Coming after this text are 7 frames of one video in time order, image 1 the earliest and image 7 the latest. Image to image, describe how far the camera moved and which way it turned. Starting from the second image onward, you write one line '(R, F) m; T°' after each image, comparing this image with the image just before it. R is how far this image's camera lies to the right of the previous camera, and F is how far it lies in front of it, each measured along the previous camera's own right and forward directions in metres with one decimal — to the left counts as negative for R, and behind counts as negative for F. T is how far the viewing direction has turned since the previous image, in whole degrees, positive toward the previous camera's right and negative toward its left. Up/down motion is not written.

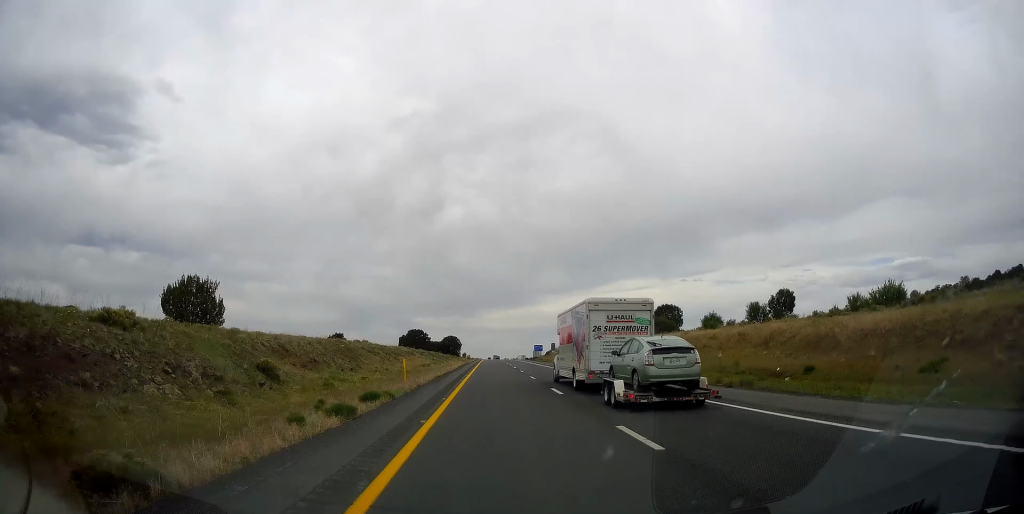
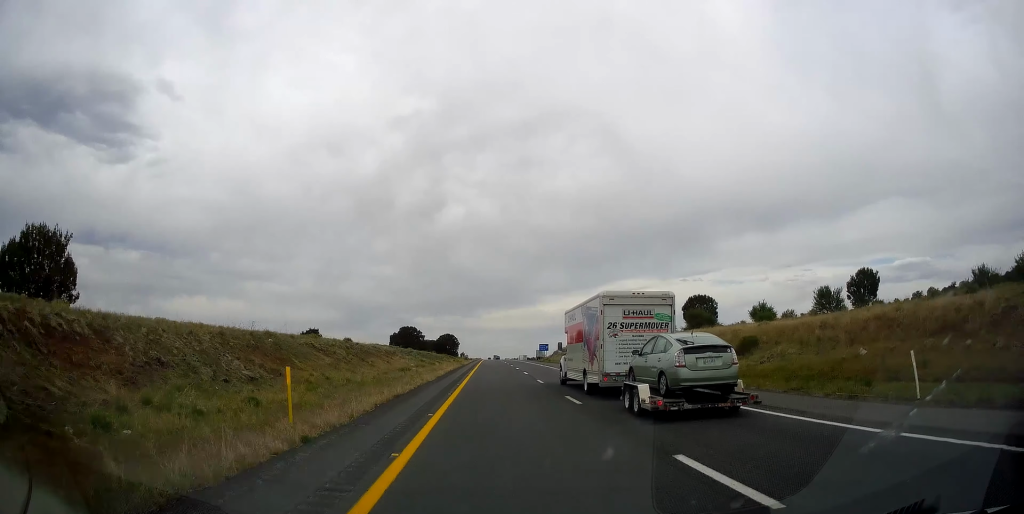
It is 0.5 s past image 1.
(-0.1, +16.3) m; 0°
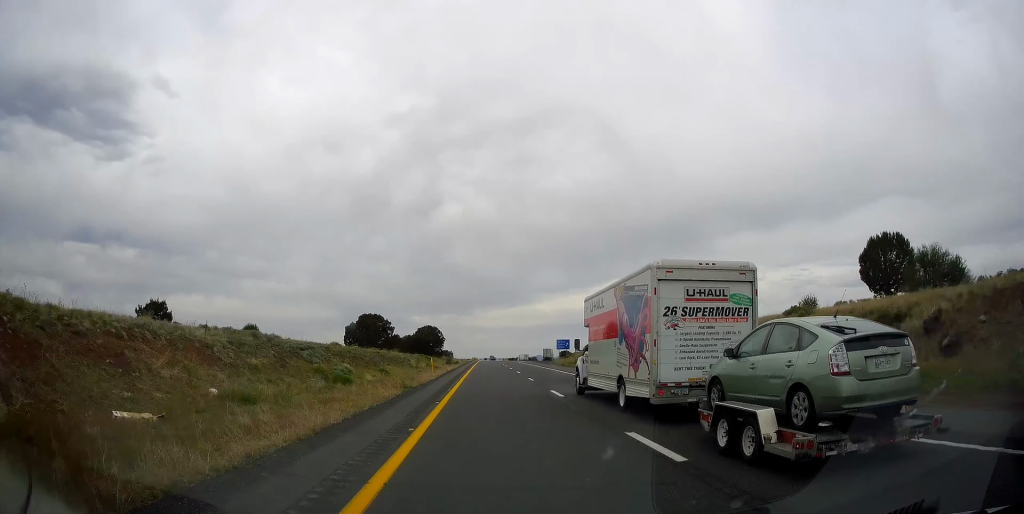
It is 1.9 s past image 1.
(+0.6, +45.6) m; +1°
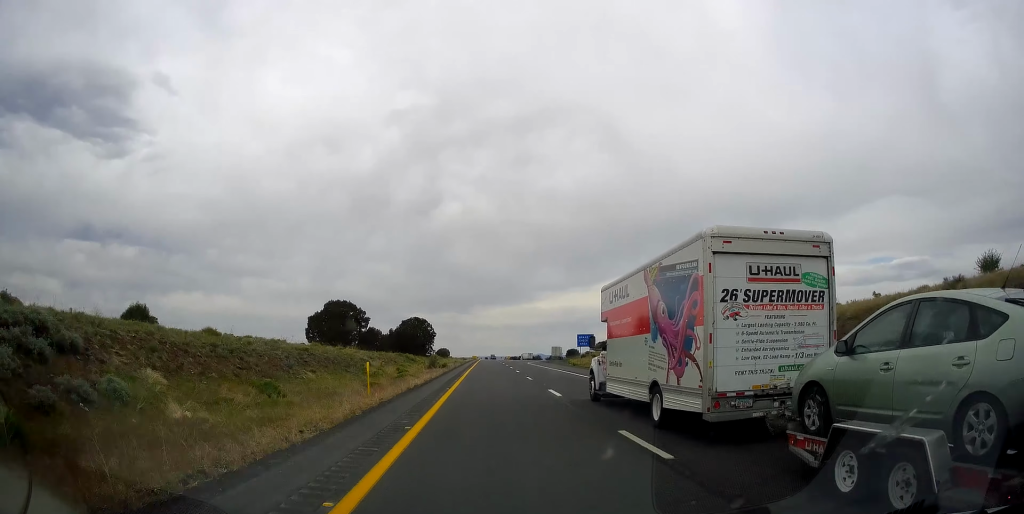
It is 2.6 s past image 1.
(0.0, +23.9) m; 0°
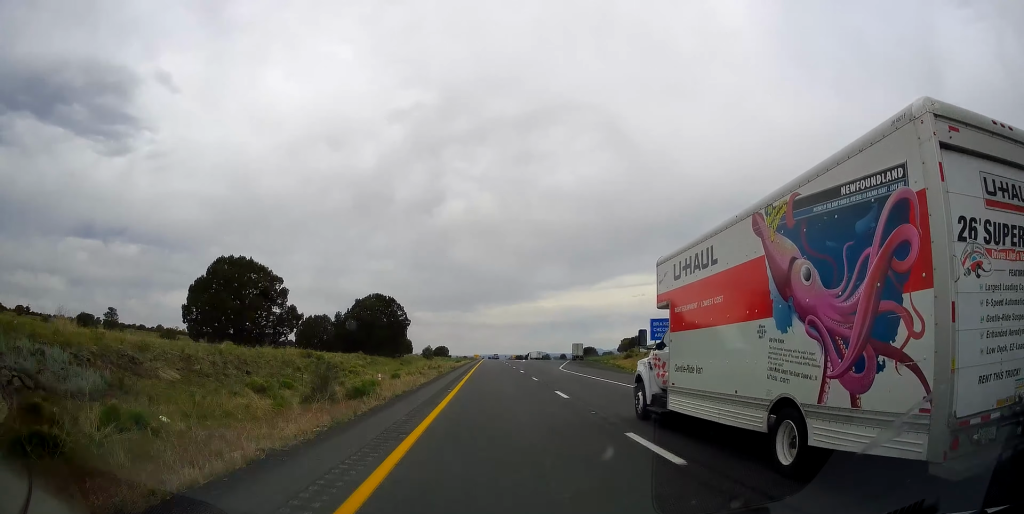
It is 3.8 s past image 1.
(-0.1, +36.9) m; -1°
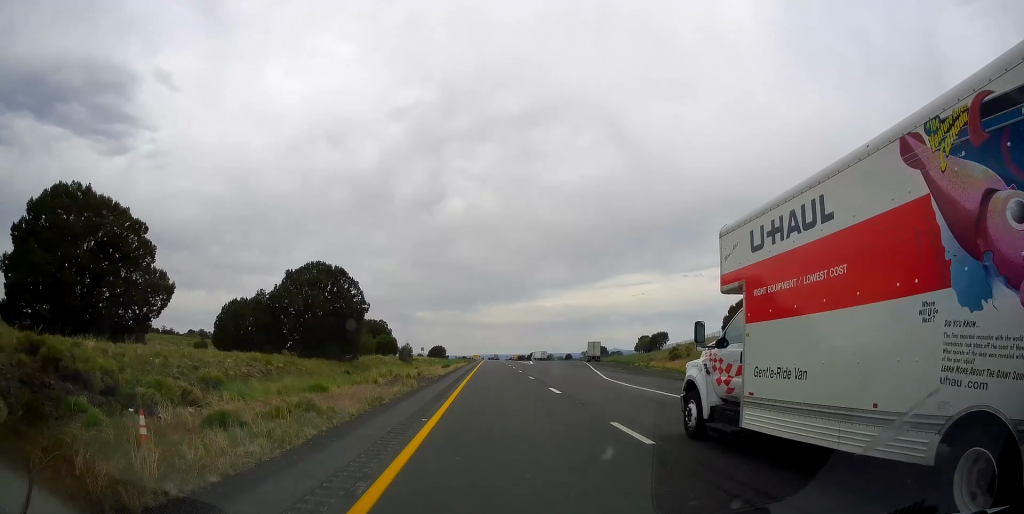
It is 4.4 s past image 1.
(-0.2, +21.8) m; 0°
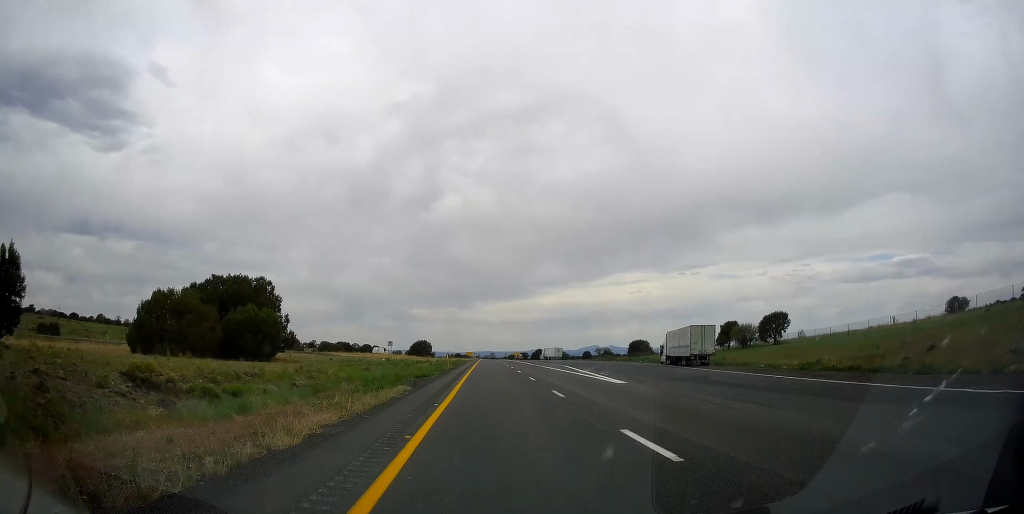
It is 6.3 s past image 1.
(+0.6, +63.2) m; +1°
